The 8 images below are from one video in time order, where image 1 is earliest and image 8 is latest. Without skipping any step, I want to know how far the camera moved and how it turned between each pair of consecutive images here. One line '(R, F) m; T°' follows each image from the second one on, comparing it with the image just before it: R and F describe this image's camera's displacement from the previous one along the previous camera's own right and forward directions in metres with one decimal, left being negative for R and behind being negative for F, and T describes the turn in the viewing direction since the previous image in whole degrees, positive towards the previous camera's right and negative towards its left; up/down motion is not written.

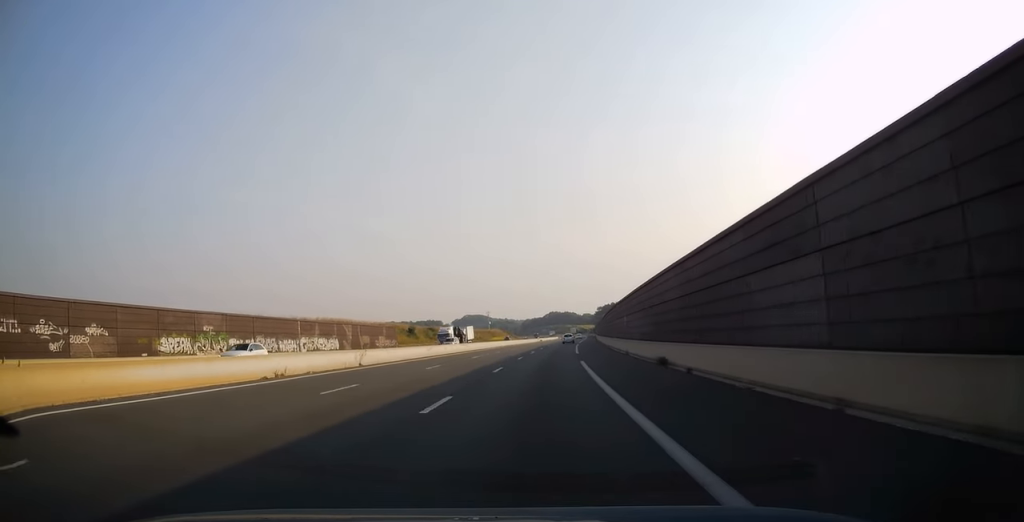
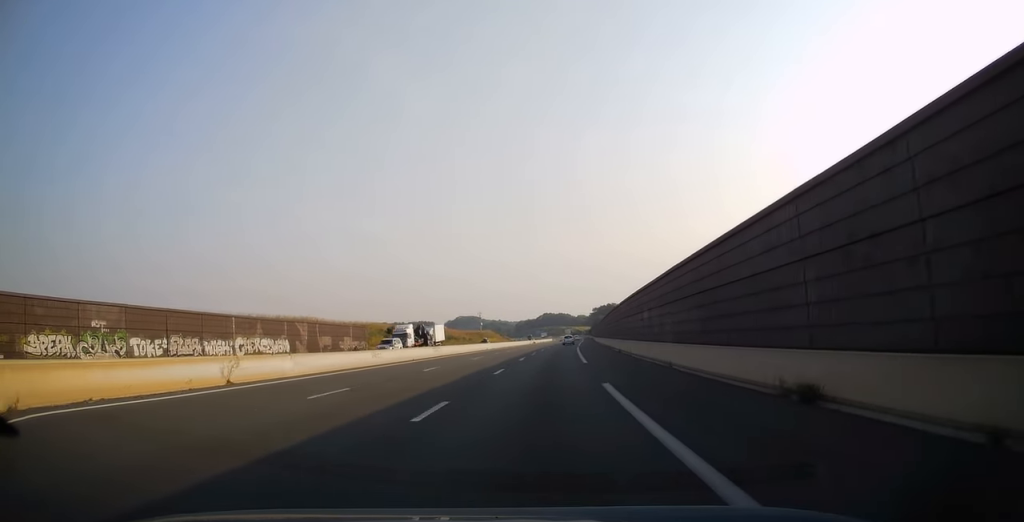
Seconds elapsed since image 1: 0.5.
(+0.1, +13.8) m; +1°
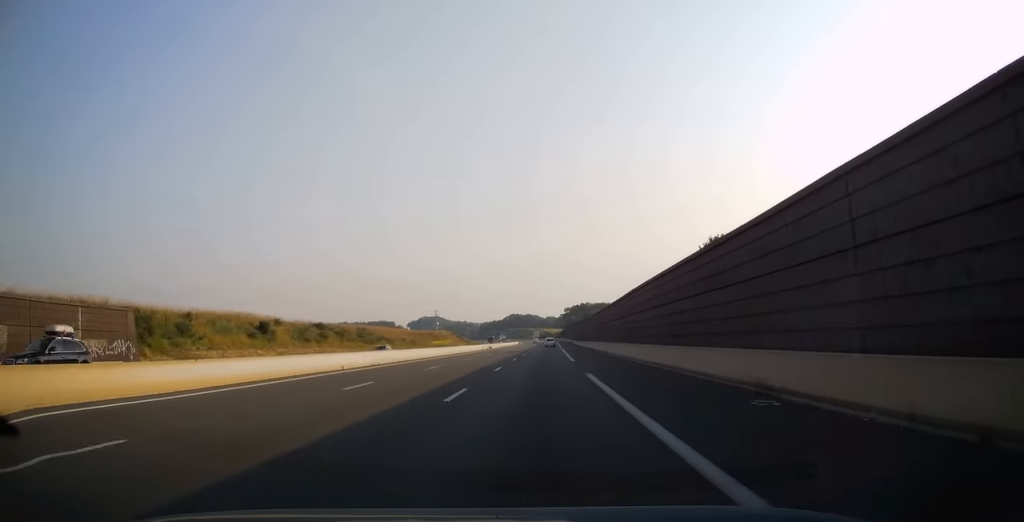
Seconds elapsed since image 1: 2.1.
(+1.1, +47.9) m; +3°
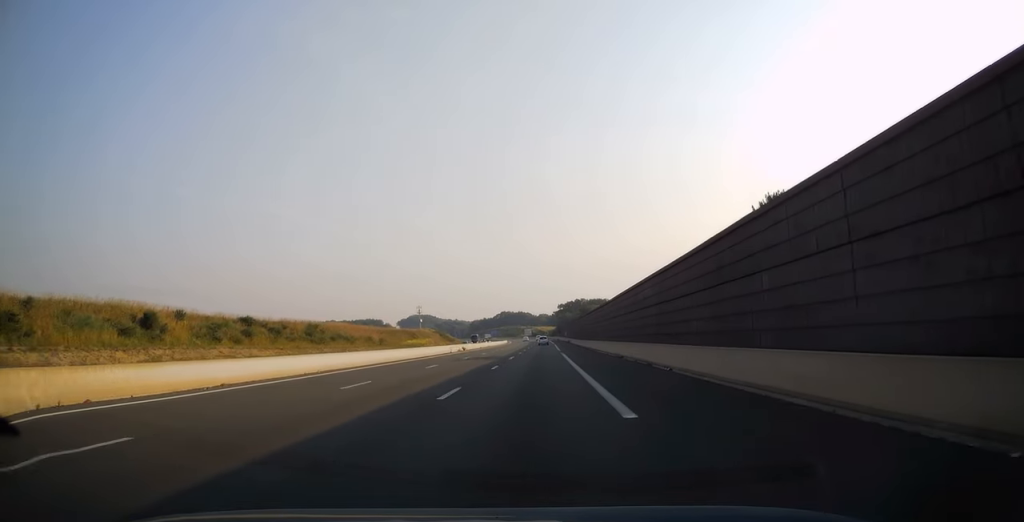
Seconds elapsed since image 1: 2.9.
(+0.2, +25.2) m; 0°
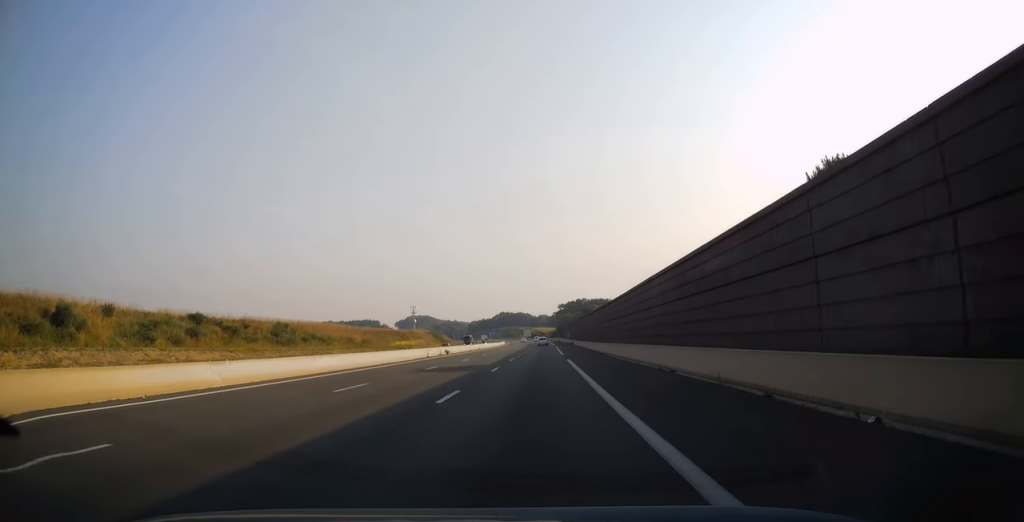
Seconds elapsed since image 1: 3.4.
(0.0, +13.3) m; 0°
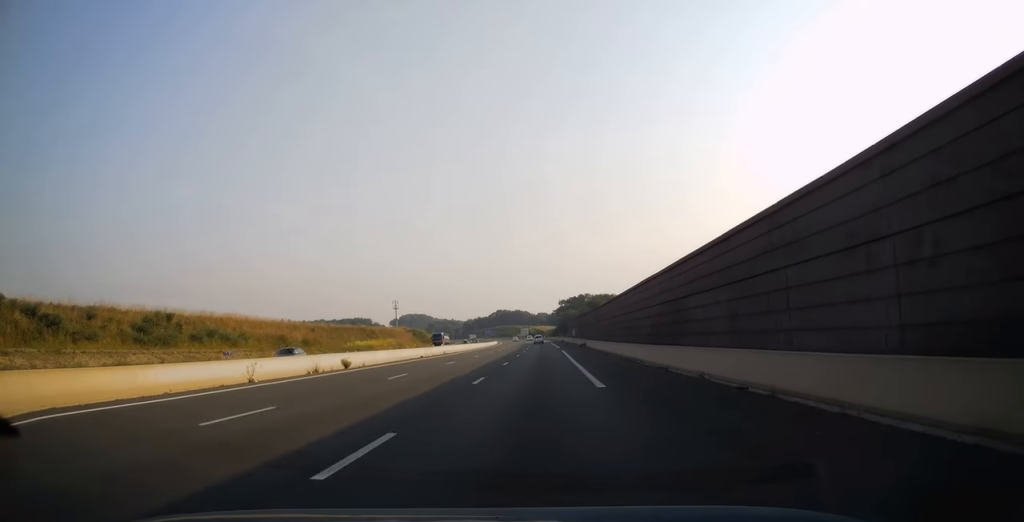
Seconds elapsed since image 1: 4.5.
(+0.1, +33.1) m; 0°
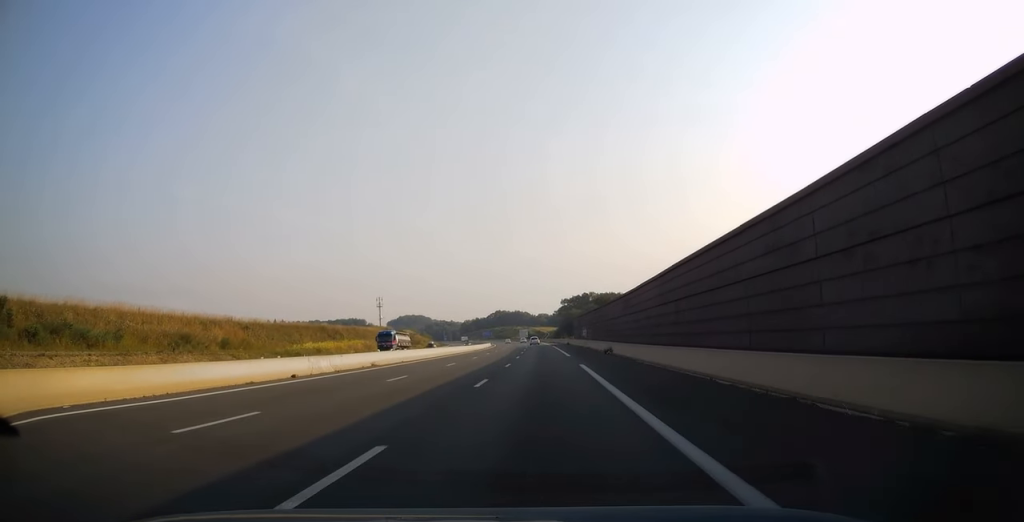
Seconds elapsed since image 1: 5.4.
(+0.1, +26.6) m; 0°
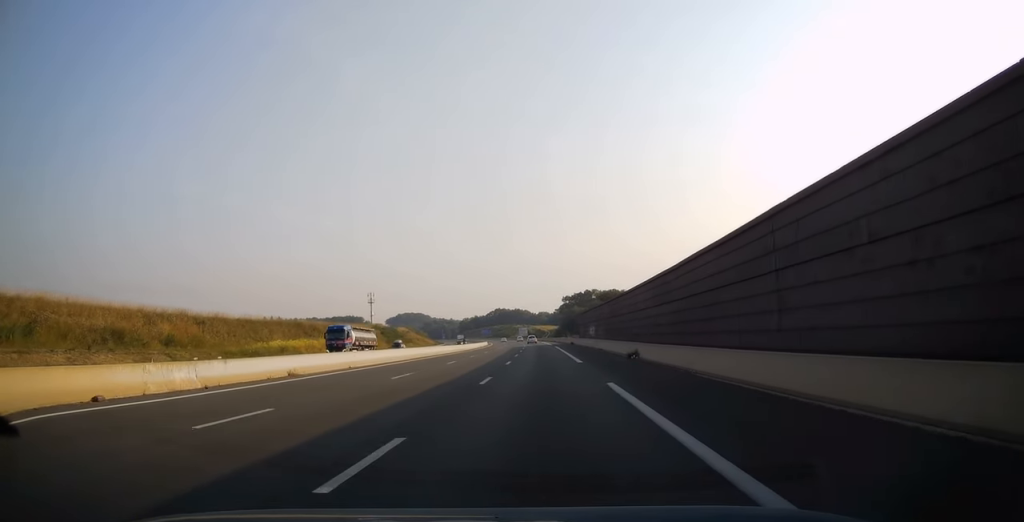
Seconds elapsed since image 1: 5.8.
(0.0, +12.3) m; 0°
